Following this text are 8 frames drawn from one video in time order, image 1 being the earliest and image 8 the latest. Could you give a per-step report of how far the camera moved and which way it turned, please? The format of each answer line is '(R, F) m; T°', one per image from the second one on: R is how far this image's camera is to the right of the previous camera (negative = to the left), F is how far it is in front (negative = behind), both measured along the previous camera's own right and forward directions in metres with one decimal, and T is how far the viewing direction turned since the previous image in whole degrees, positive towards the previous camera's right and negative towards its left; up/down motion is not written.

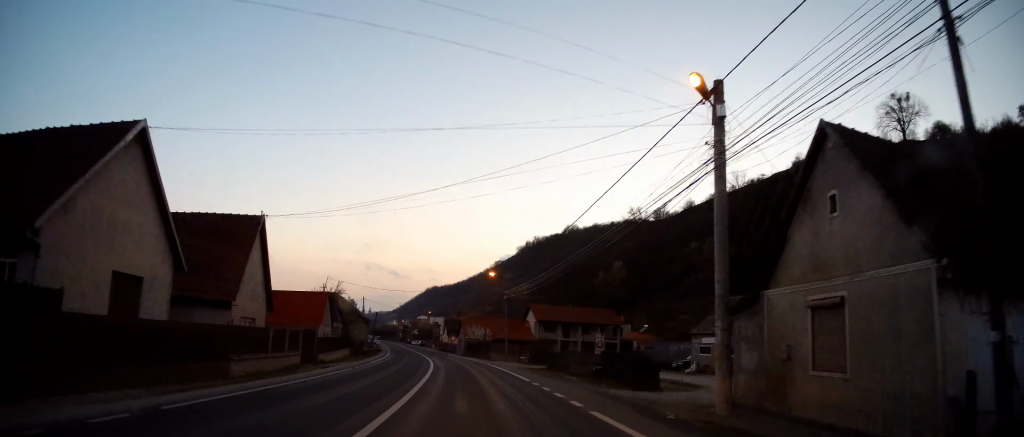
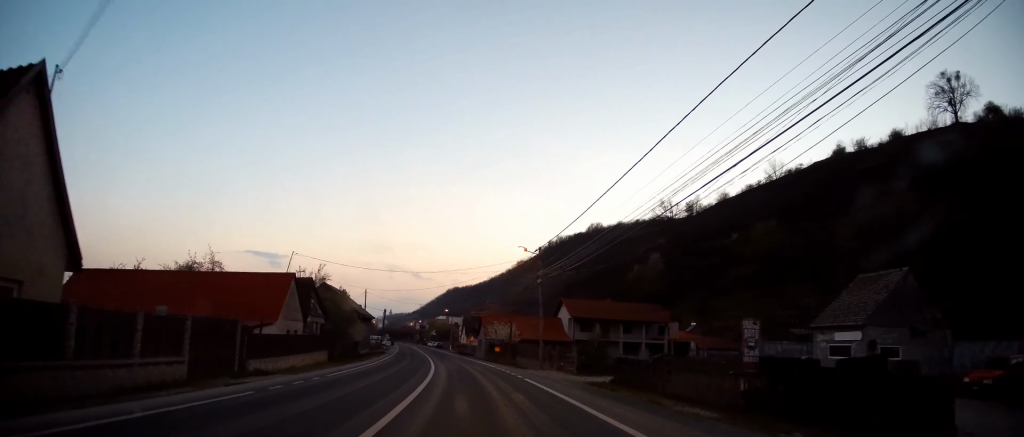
(+0.2, +12.5) m; -2°
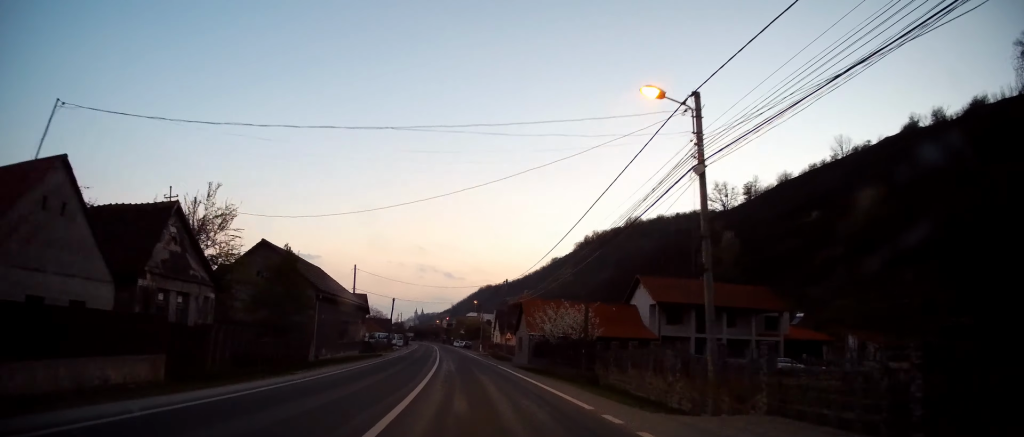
(-1.0, +21.2) m; -5°
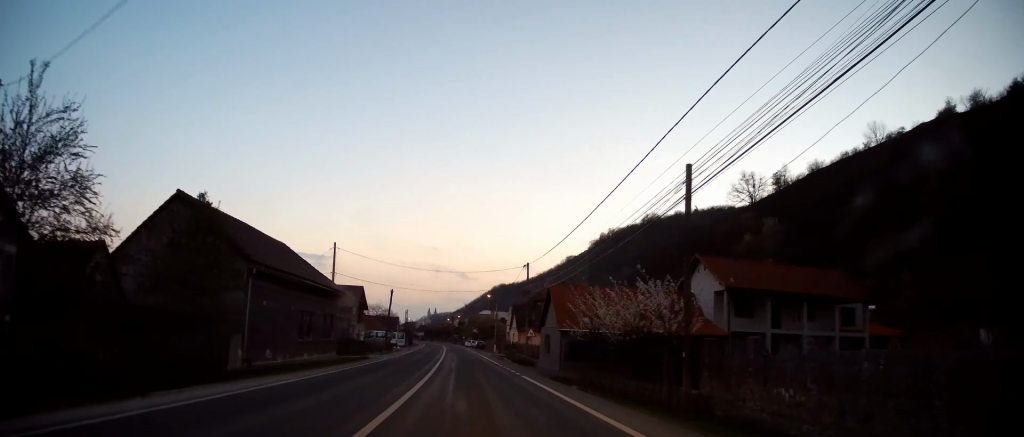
(-0.3, +10.7) m; -1°
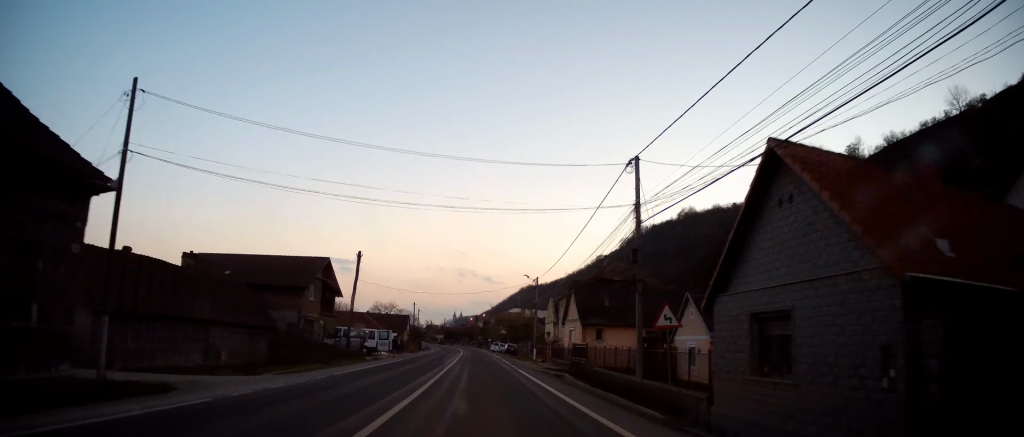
(-0.3, +25.7) m; -2°
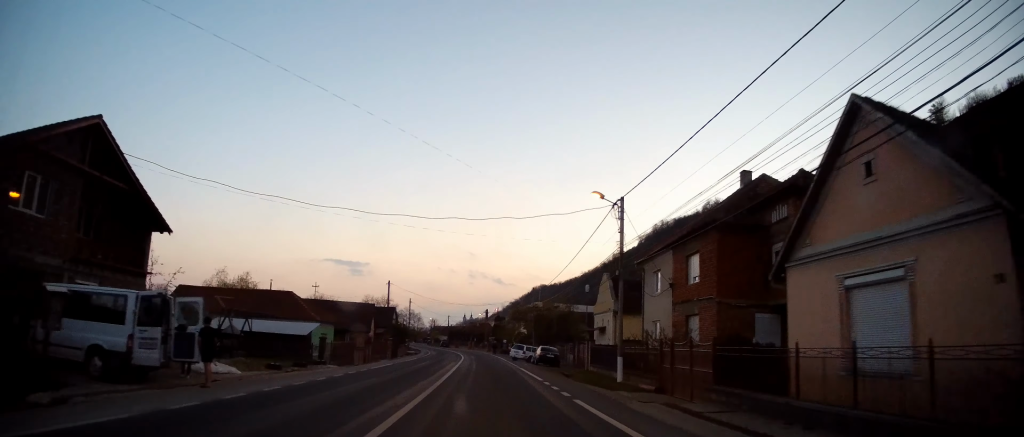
(-0.8, +29.5) m; -4°
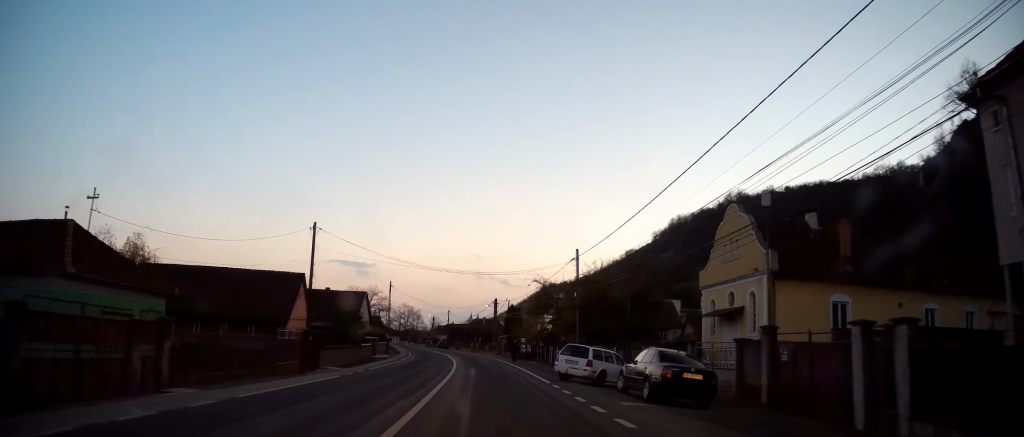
(-0.3, +25.1) m; 0°
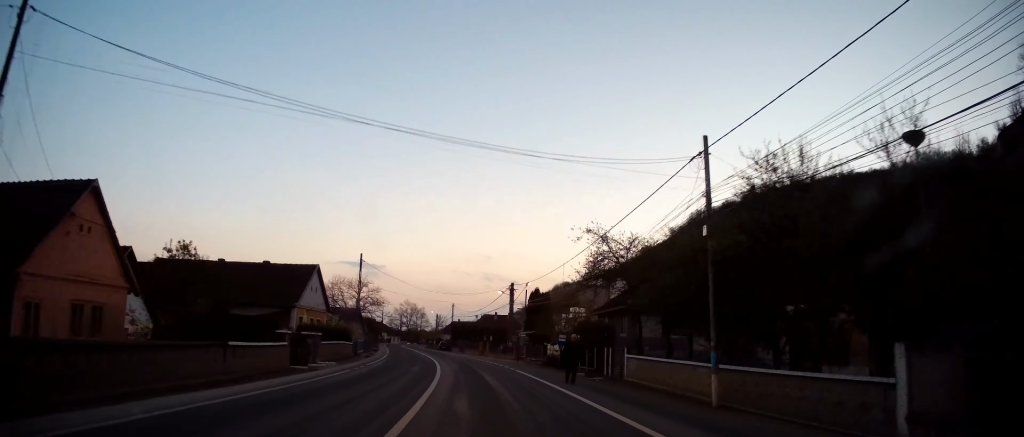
(+0.3, +20.5) m; -1°
